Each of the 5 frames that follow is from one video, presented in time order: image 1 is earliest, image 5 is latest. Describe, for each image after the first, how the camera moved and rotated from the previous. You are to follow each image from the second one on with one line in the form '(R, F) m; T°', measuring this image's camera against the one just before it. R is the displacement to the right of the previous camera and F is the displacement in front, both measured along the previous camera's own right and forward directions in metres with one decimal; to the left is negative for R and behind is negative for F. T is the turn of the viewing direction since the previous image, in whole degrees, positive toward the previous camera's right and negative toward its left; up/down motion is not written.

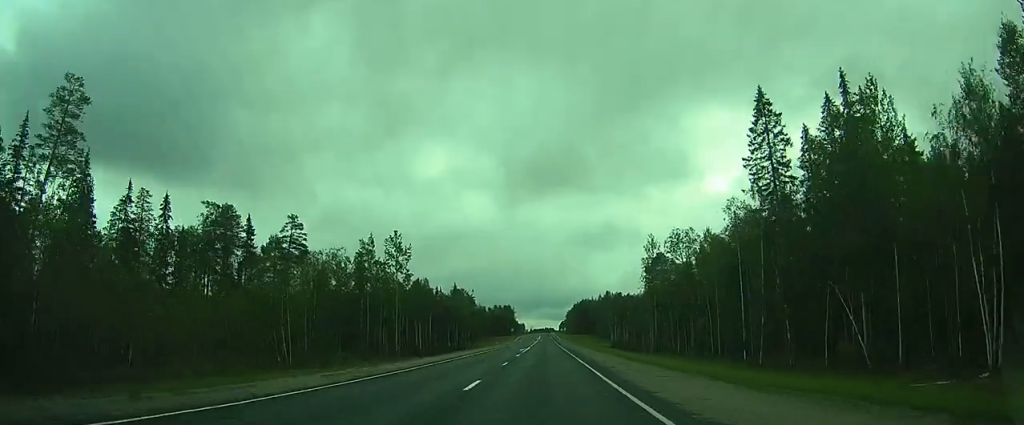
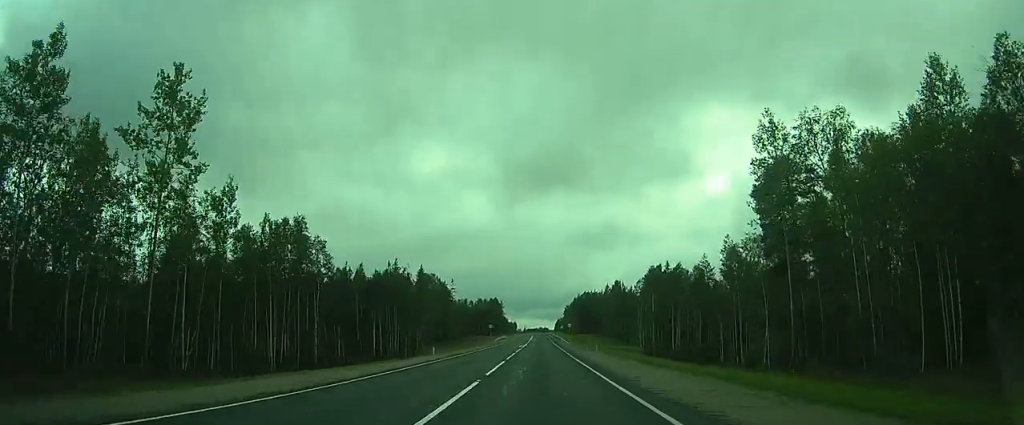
(-0.4, +51.6) m; 0°
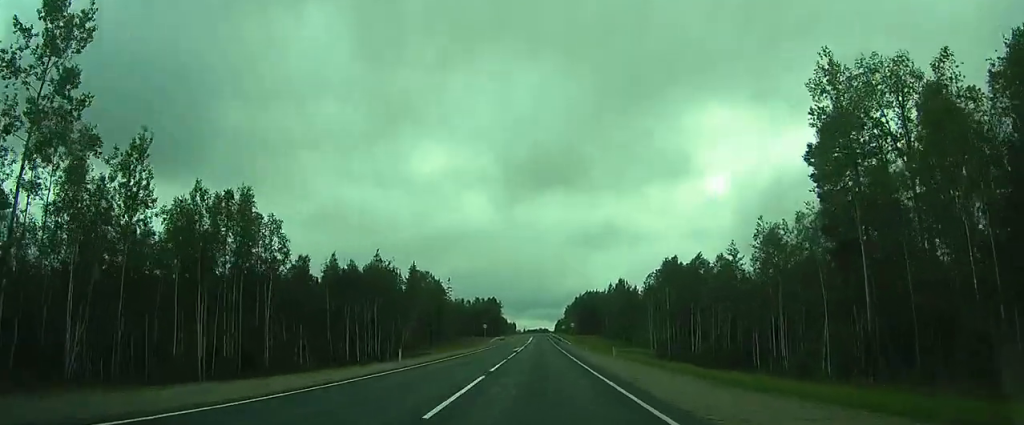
(0.0, +10.0) m; 0°
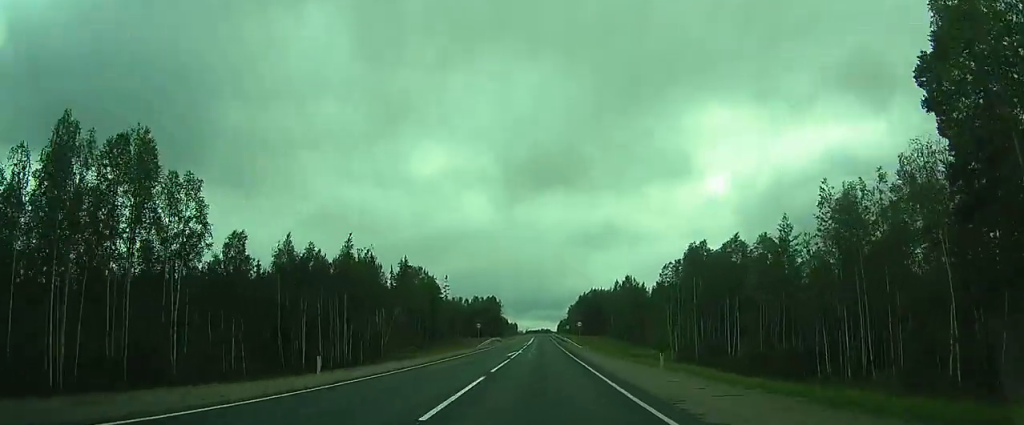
(0.0, +12.3) m; 0°
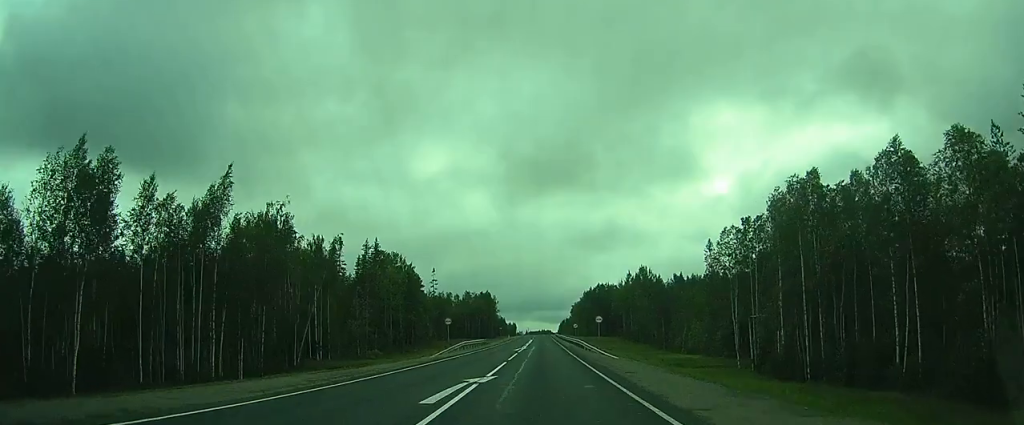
(+0.1, +26.9) m; 0°
